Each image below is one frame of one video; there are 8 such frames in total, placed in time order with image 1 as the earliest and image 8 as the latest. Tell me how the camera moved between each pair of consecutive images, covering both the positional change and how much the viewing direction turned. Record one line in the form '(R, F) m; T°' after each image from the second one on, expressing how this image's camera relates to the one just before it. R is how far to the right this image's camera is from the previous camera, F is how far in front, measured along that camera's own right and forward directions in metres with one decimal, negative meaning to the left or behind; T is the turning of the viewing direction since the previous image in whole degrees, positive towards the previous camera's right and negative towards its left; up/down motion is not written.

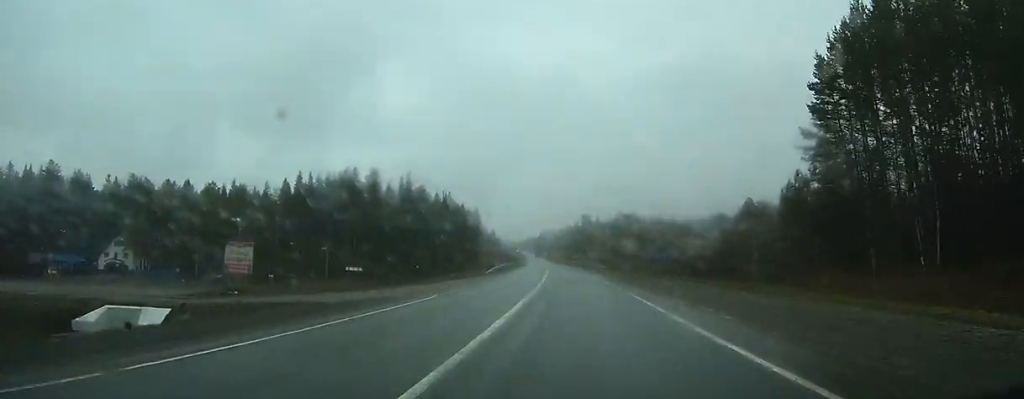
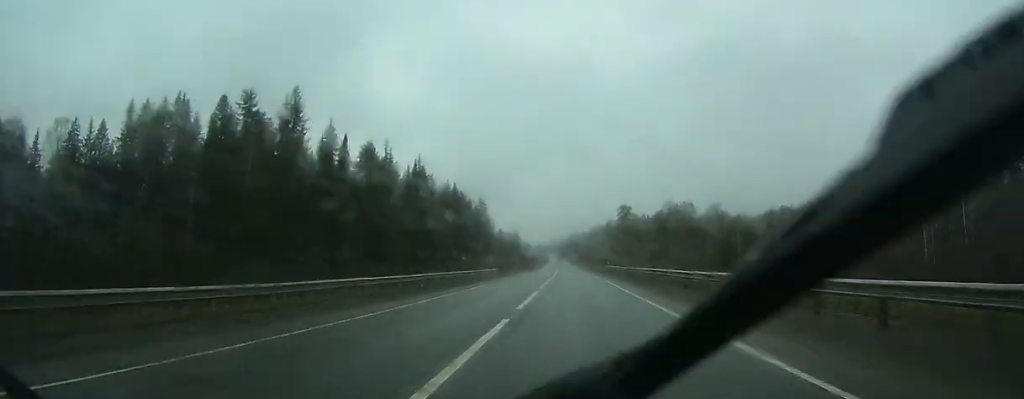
(-1.9, +82.5) m; -2°
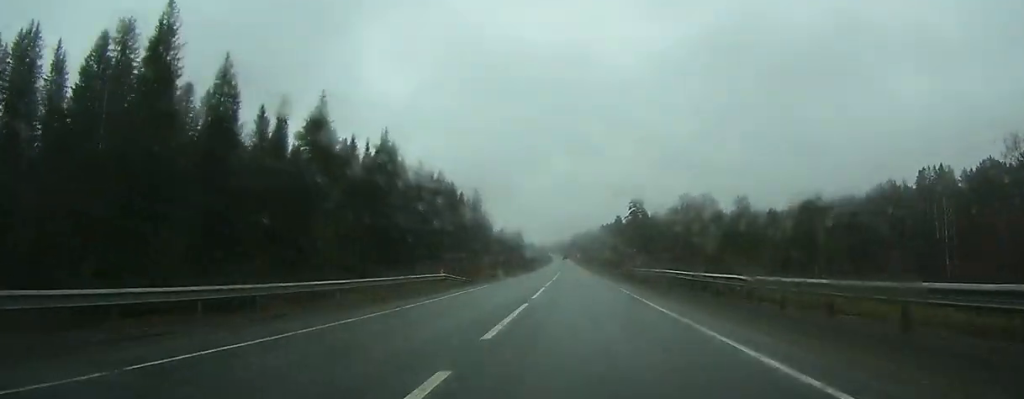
(-0.1, +30.8) m; 0°
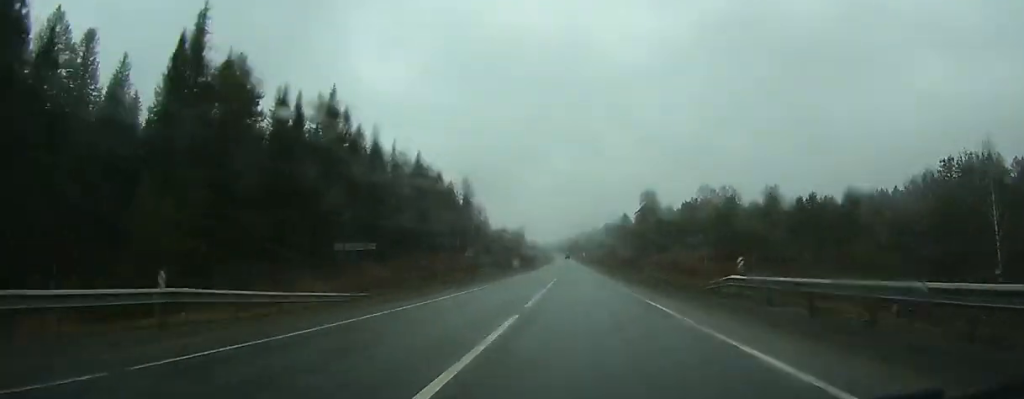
(-0.1, +28.8) m; 0°
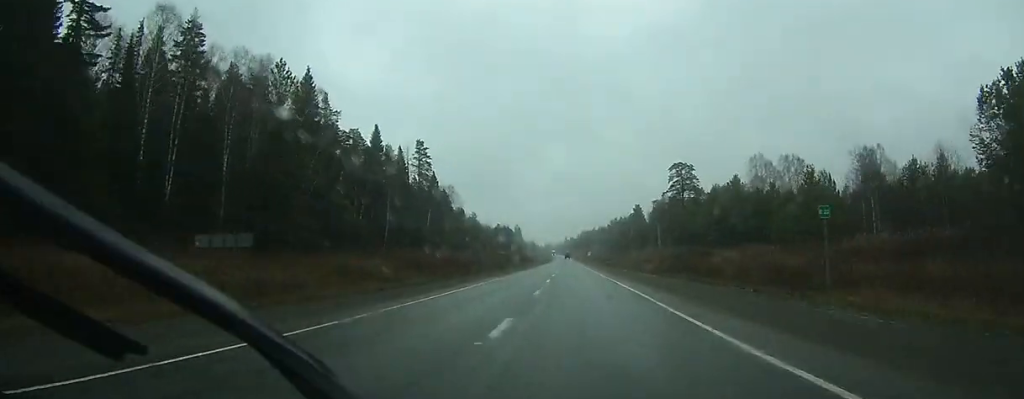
(-0.6, +65.4) m; -1°
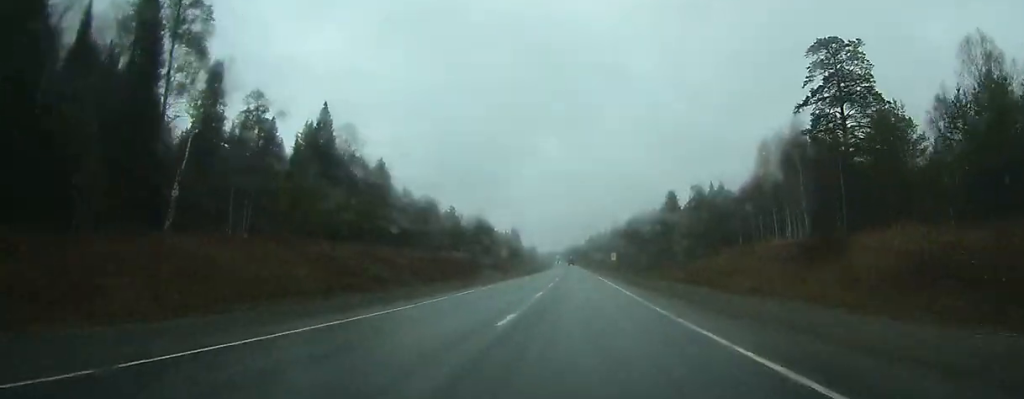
(-0.2, +95.8) m; 0°
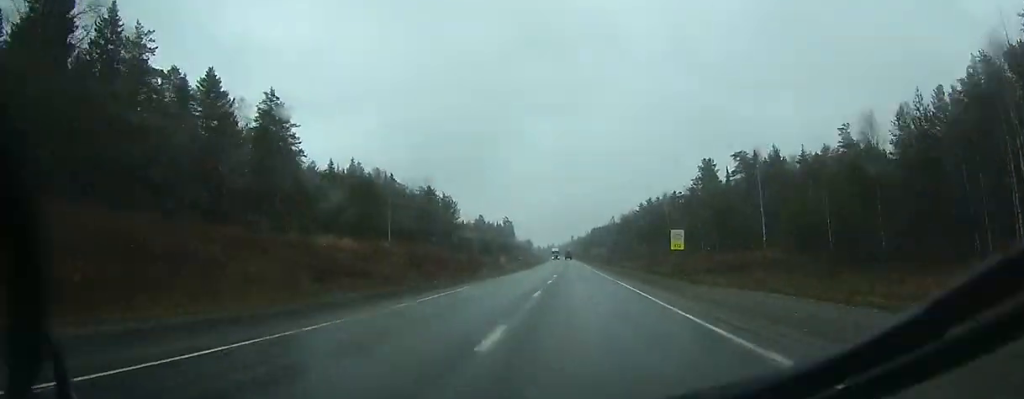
(-0.3, +64.7) m; 0°
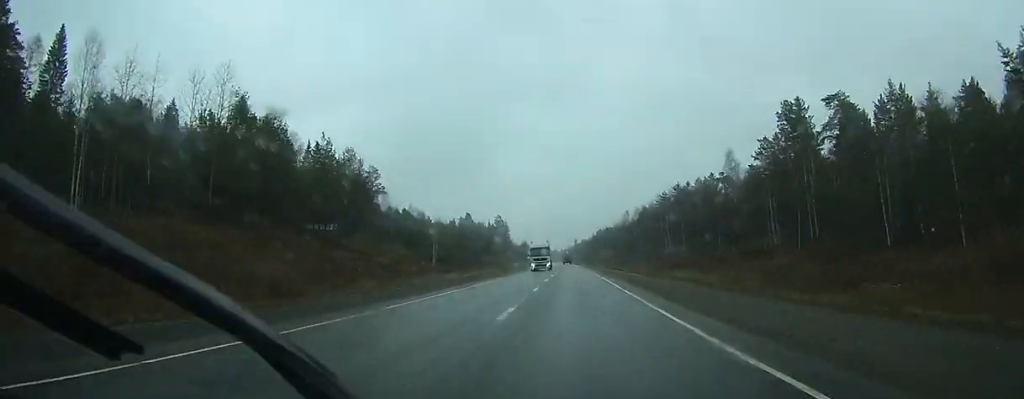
(-0.2, +68.1) m; 0°
